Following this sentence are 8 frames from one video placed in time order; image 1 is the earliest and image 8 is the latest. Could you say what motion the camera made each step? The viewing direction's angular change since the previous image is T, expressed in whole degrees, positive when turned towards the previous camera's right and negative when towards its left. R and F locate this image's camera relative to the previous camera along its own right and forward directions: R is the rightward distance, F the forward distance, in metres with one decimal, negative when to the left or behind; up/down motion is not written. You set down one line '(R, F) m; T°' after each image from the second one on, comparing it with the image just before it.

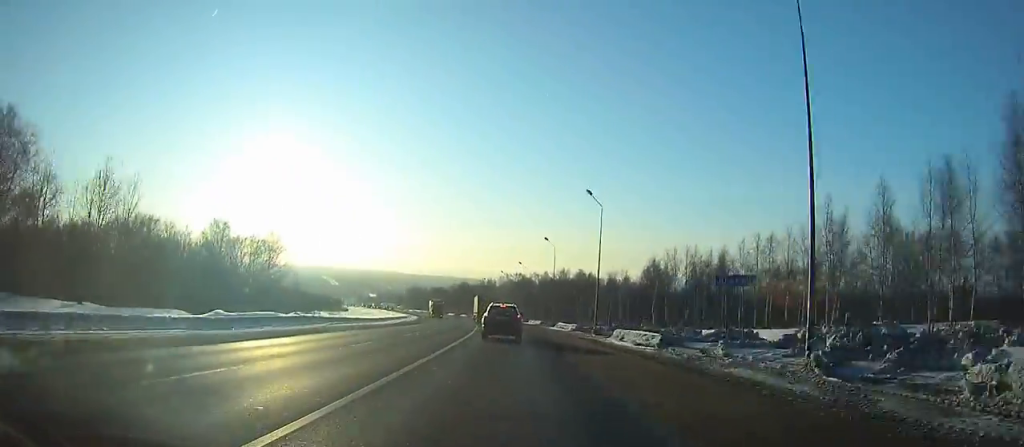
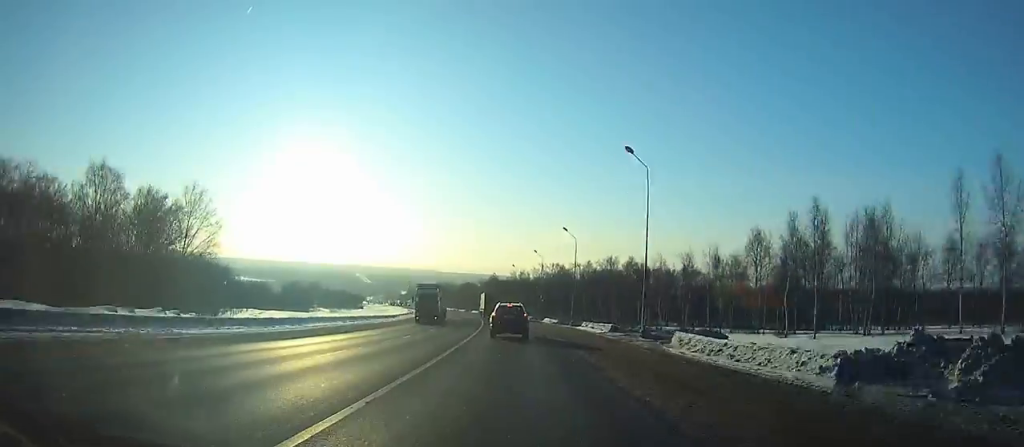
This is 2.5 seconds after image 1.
(-1.0, +41.1) m; -3°
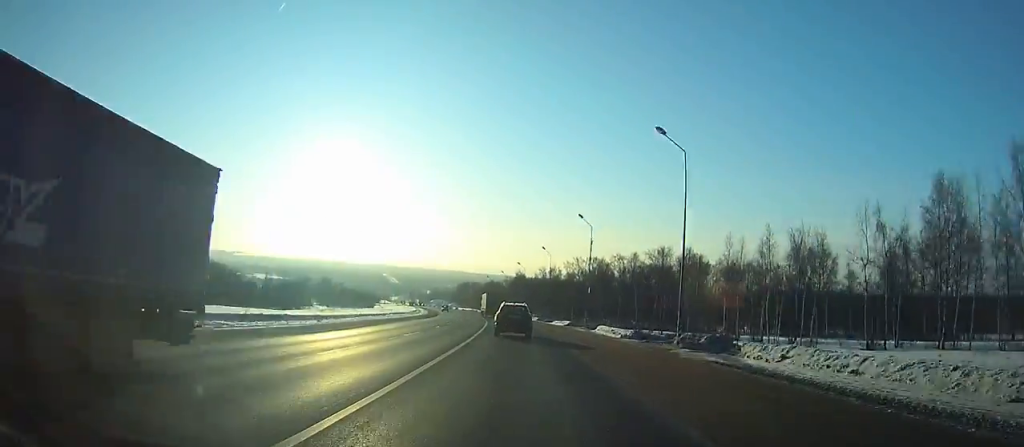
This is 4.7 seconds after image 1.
(-0.7, +37.0) m; -3°
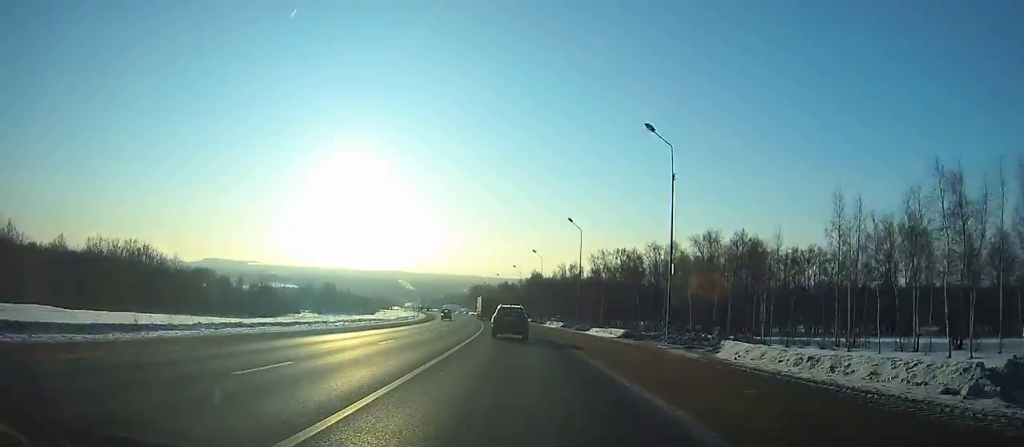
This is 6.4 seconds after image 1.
(-0.8, +29.1) m; -2°
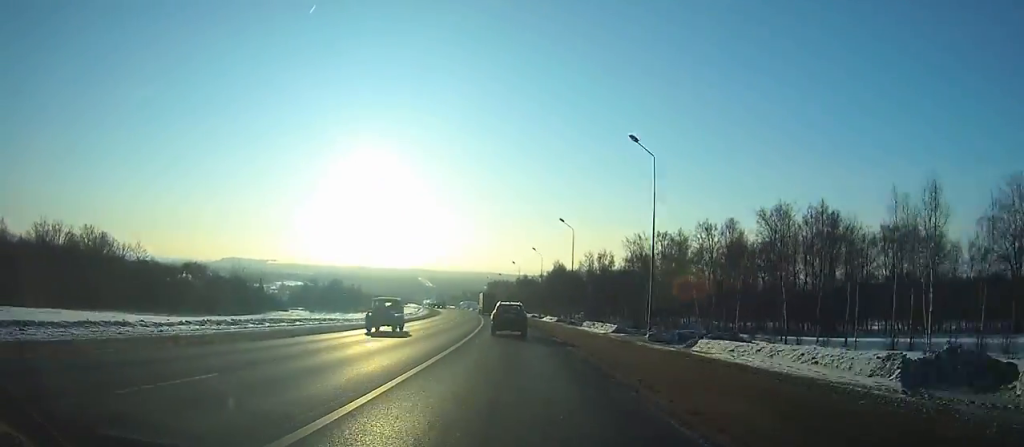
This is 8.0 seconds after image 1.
(-0.1, +27.6) m; -2°
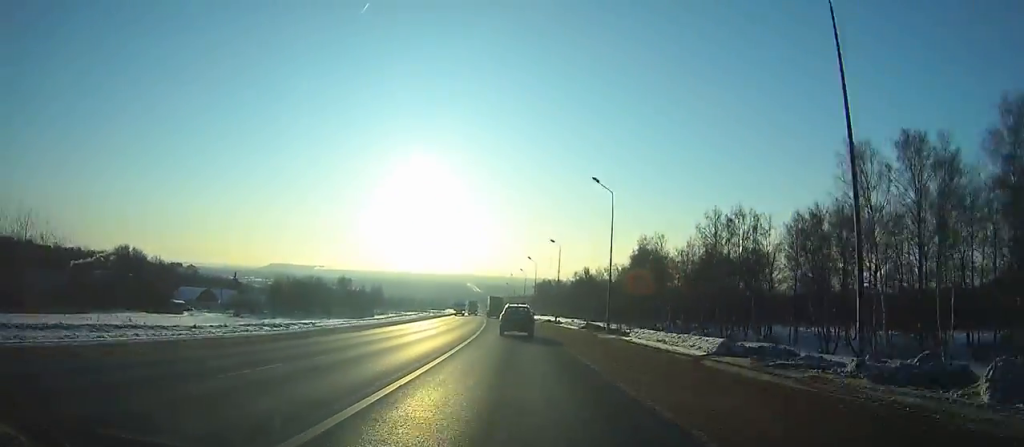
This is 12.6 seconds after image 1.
(-3.6, +81.1) m; -4°
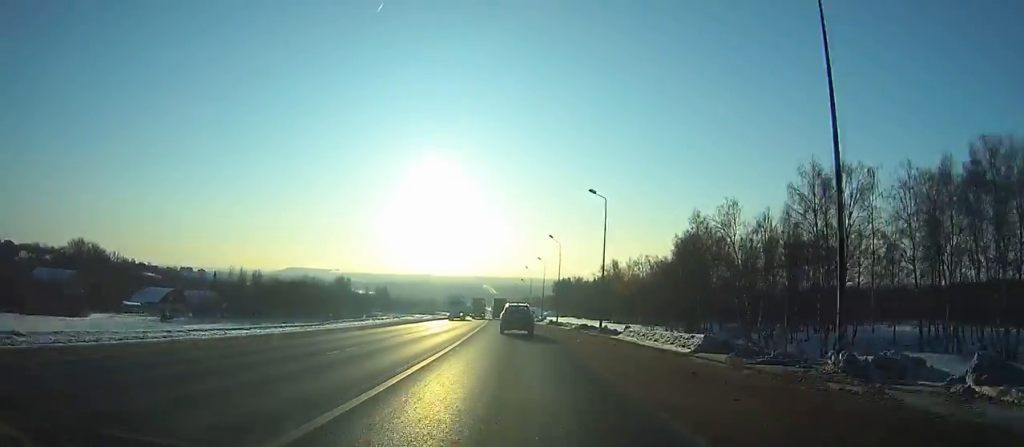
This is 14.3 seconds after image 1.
(-0.1, +30.3) m; -1°
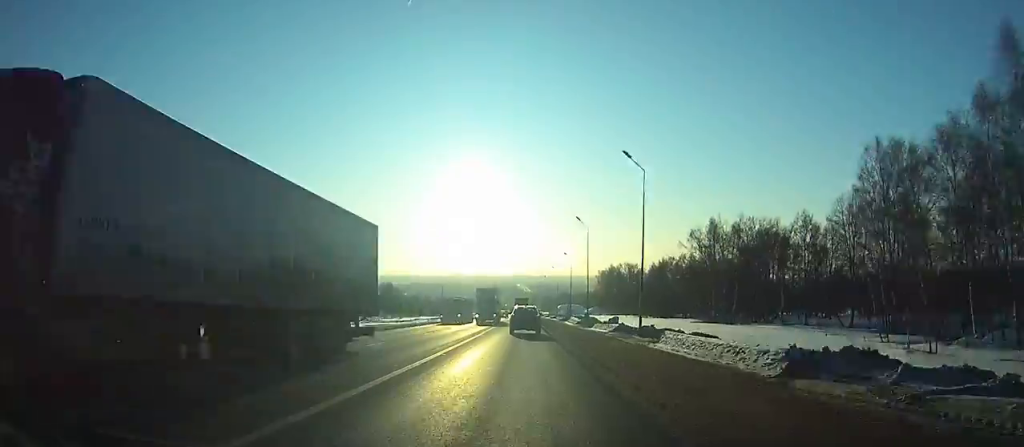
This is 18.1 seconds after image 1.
(-2.3, +68.2) m; -3°
